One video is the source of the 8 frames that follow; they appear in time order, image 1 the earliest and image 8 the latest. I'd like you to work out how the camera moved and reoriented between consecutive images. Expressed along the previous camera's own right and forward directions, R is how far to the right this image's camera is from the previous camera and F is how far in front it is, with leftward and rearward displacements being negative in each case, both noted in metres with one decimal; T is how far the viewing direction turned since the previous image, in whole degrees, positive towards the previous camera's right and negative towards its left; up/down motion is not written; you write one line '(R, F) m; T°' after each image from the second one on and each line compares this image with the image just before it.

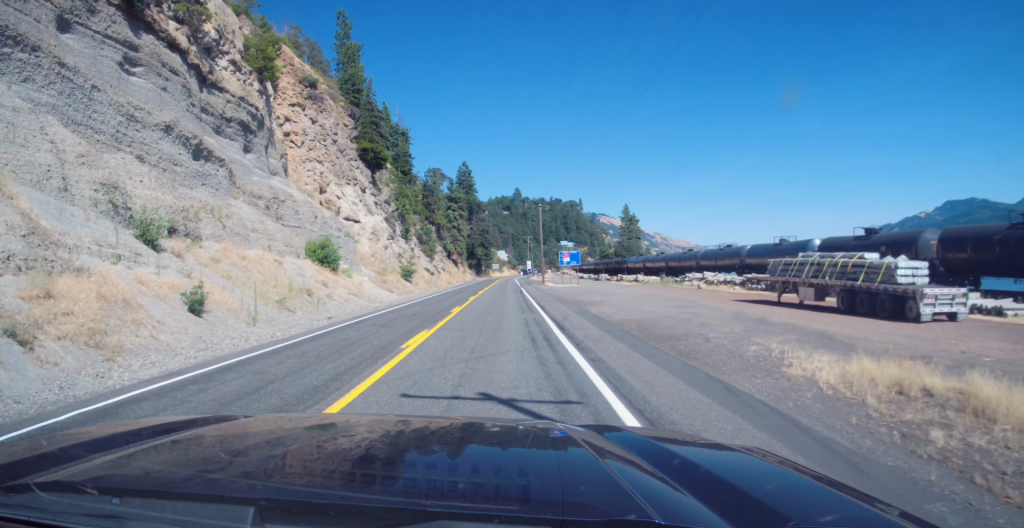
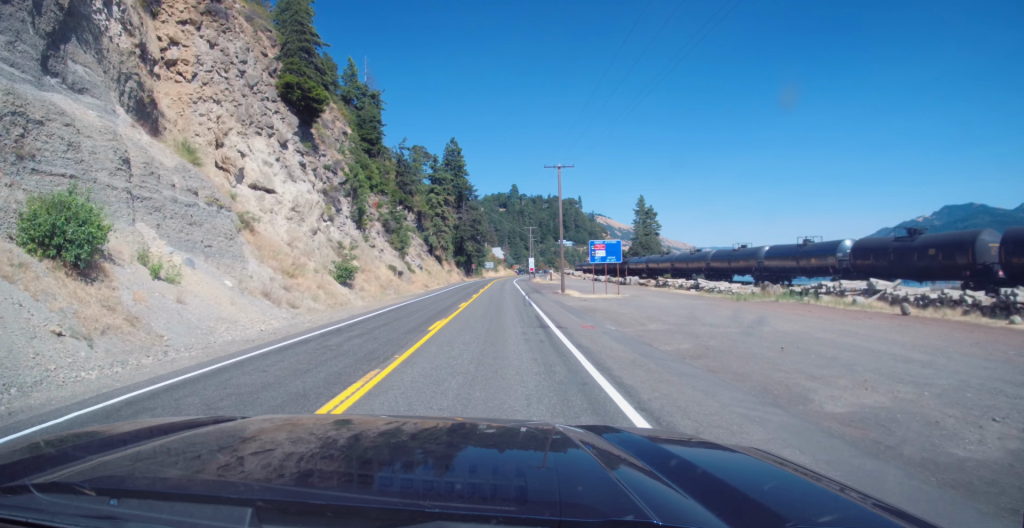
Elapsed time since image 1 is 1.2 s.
(+0.8, +32.1) m; +2°
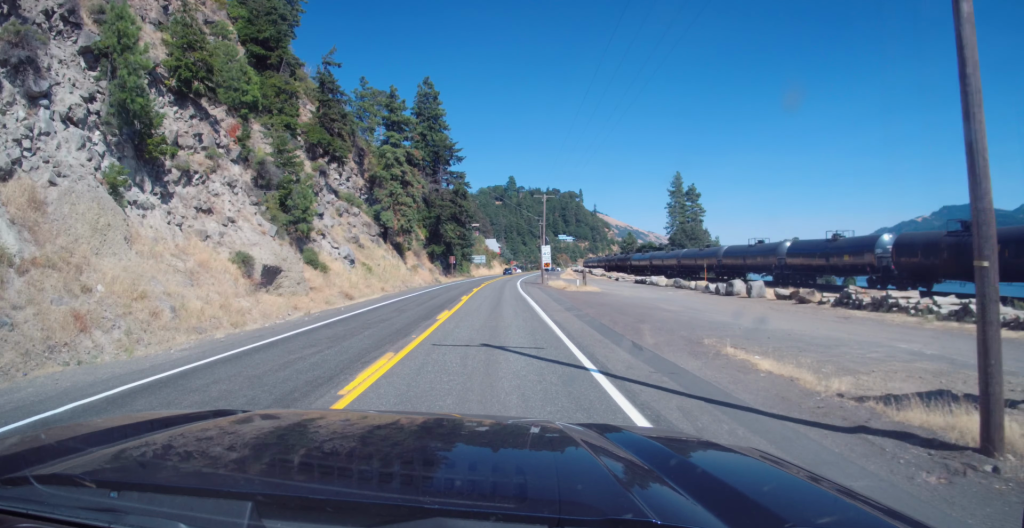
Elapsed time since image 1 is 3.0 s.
(-0.3, +47.1) m; -1°
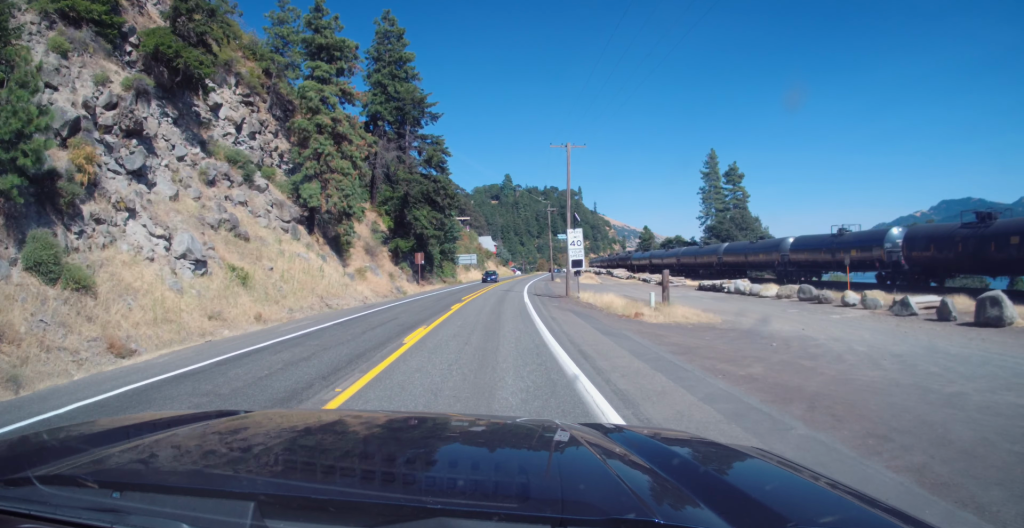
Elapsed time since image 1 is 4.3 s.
(0.0, +31.0) m; +1°
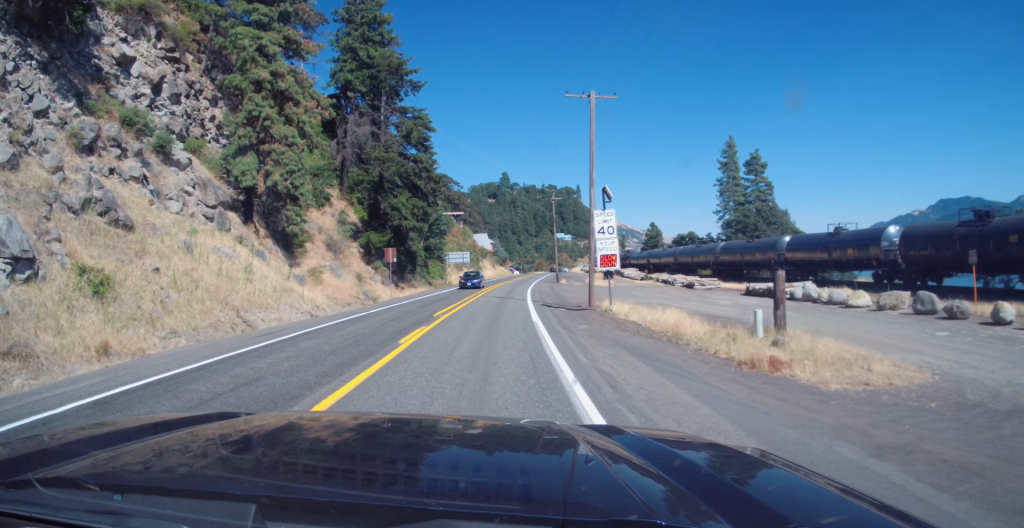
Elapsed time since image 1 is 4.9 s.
(0.0, +12.4) m; +1°
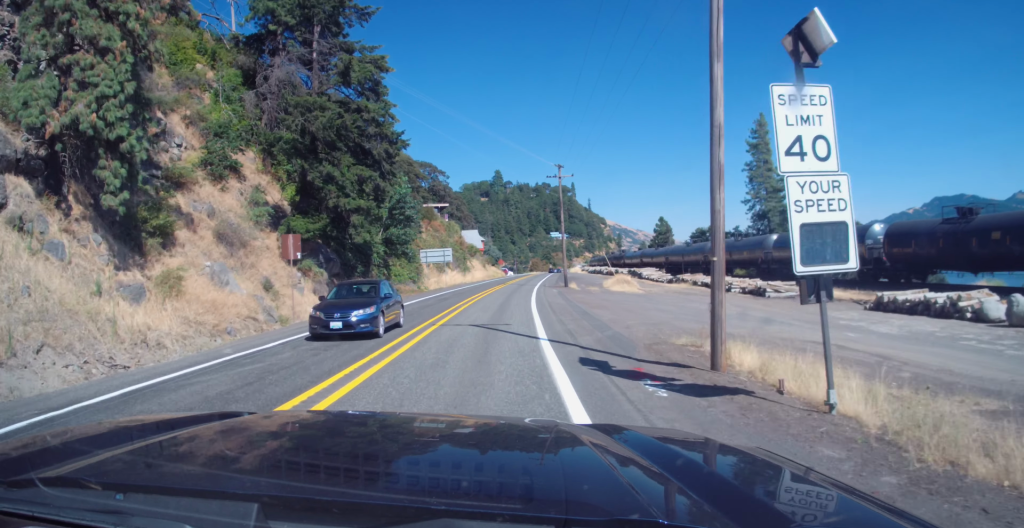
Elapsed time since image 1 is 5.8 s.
(+0.5, +19.0) m; 0°
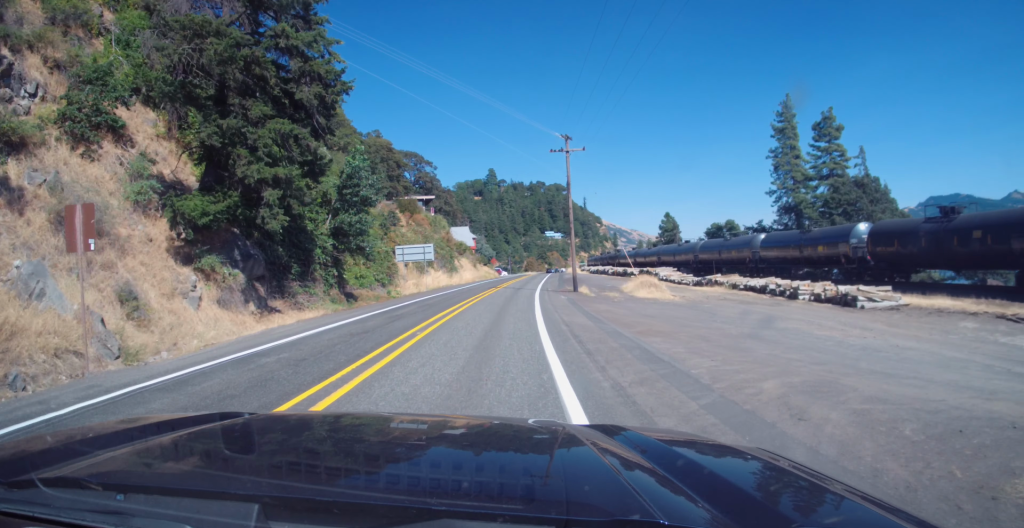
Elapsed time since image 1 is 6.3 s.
(-0.3, +12.0) m; 0°
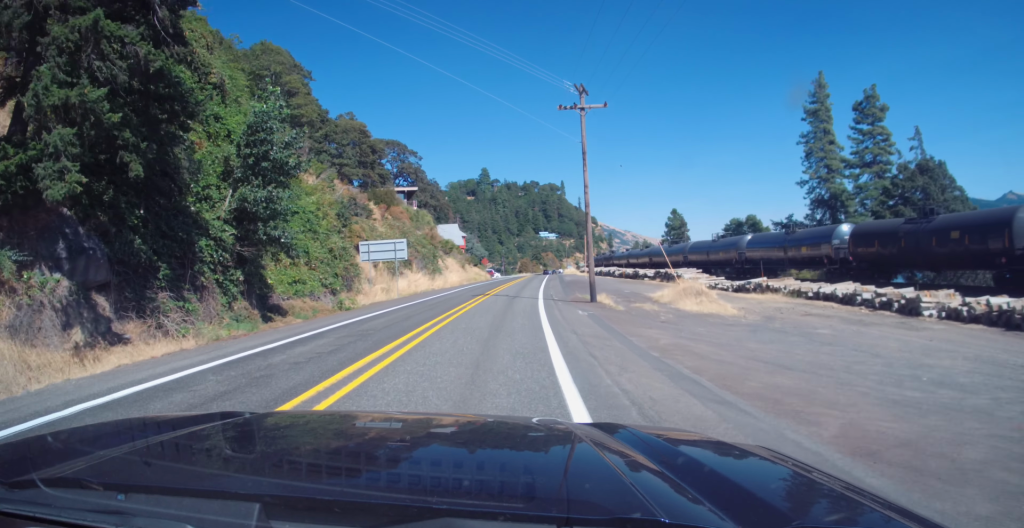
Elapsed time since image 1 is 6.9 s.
(-0.1, +12.2) m; +1°
